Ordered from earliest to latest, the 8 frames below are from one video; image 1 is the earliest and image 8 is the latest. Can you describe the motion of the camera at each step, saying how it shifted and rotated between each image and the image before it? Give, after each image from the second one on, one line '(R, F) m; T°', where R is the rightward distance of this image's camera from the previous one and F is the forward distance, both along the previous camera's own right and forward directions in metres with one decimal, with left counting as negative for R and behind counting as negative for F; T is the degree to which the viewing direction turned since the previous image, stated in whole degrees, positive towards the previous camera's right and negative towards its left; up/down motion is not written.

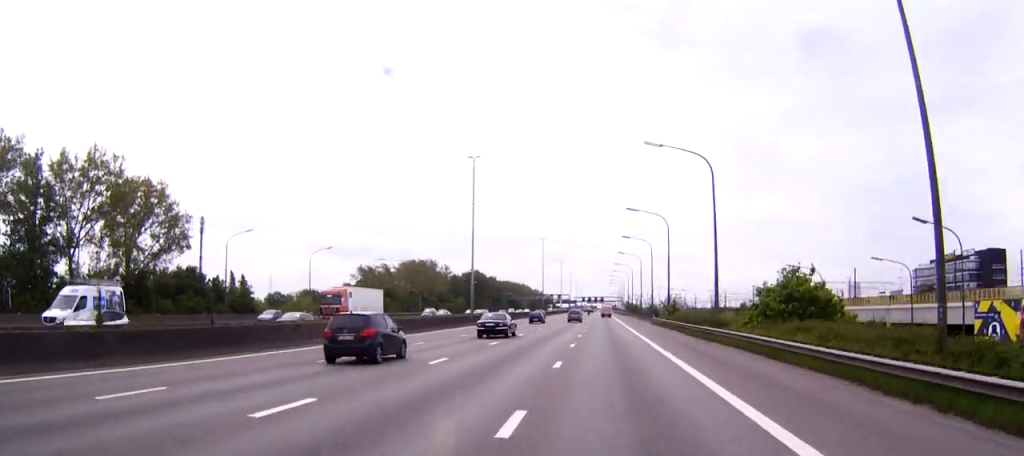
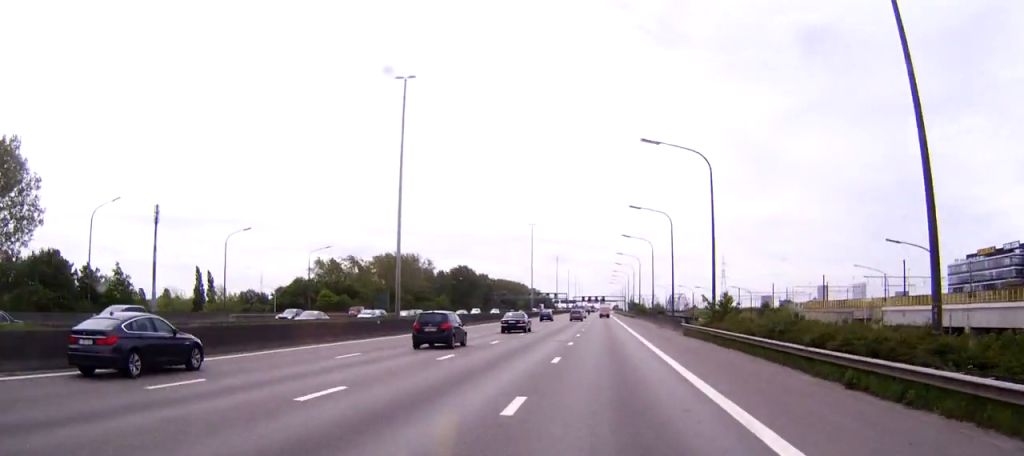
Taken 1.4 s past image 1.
(+0.1, +35.5) m; 0°
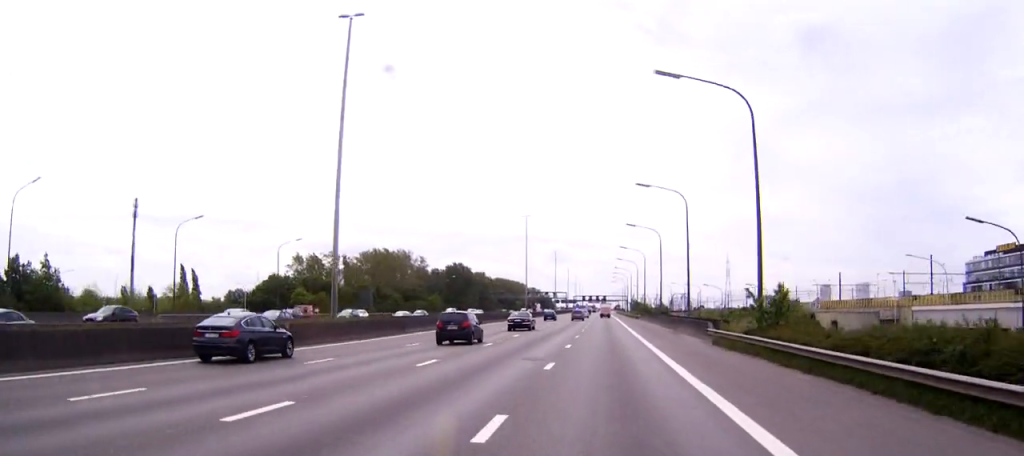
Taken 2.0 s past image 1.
(0.0, +15.9) m; 0°
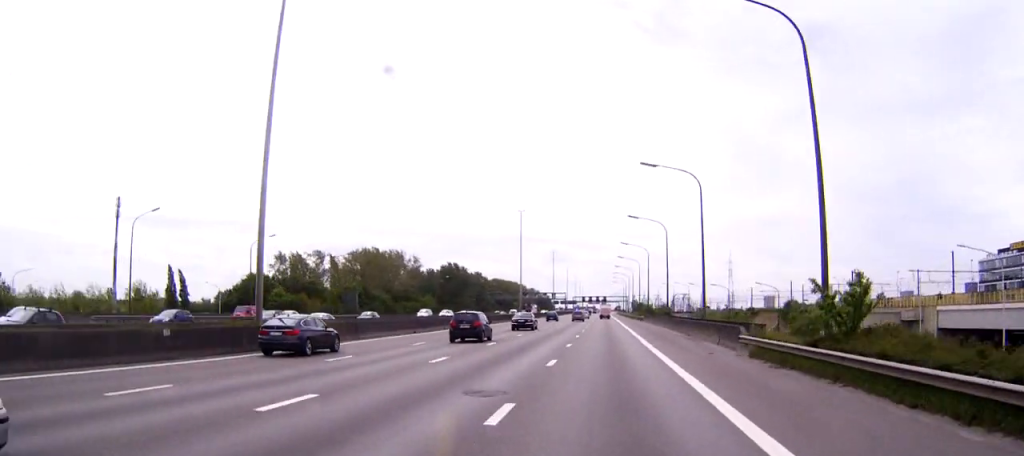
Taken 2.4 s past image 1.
(0.0, +11.6) m; 0°
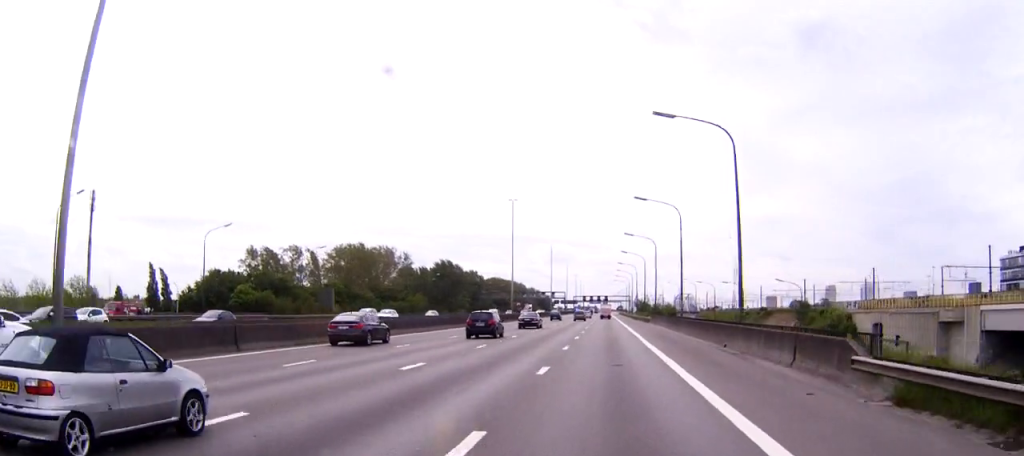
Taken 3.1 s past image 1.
(0.0, +16.9) m; 0°
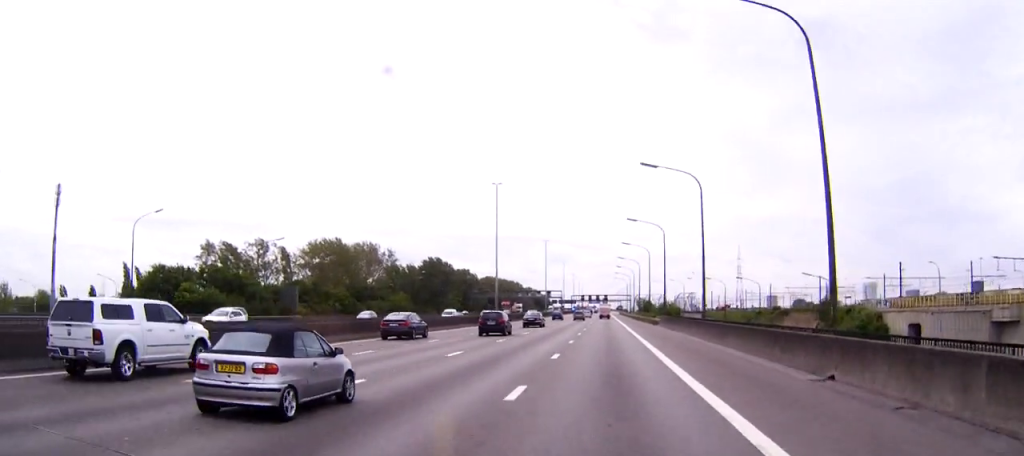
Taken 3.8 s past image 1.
(0.0, +19.6) m; 0°
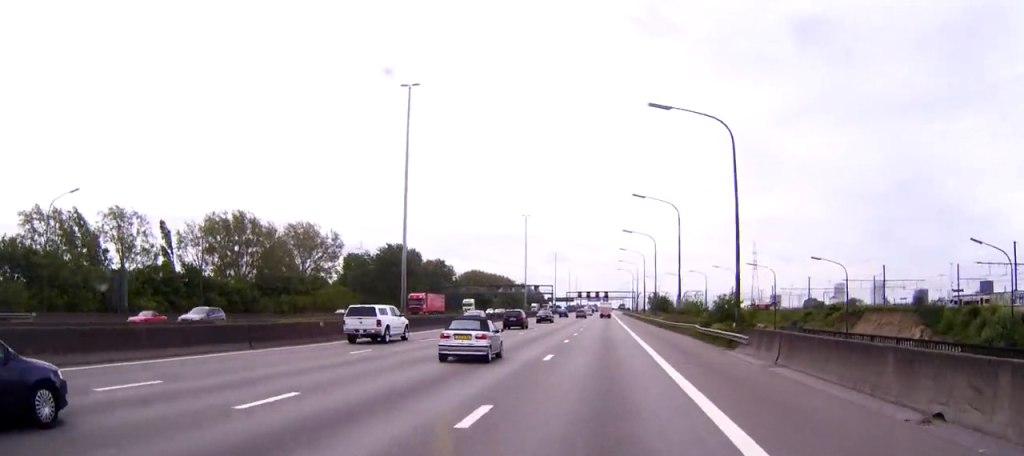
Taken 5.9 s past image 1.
(0.0, +56.8) m; 0°
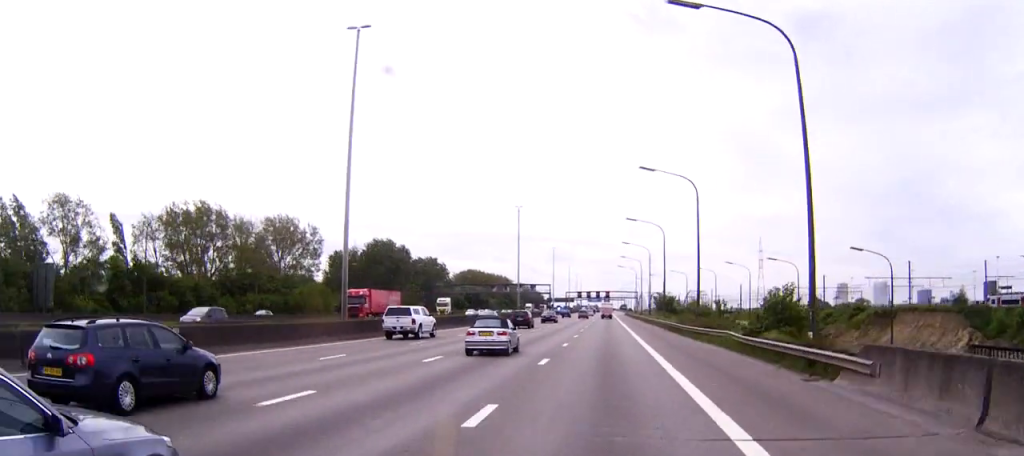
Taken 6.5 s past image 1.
(0.0, +14.9) m; 0°
